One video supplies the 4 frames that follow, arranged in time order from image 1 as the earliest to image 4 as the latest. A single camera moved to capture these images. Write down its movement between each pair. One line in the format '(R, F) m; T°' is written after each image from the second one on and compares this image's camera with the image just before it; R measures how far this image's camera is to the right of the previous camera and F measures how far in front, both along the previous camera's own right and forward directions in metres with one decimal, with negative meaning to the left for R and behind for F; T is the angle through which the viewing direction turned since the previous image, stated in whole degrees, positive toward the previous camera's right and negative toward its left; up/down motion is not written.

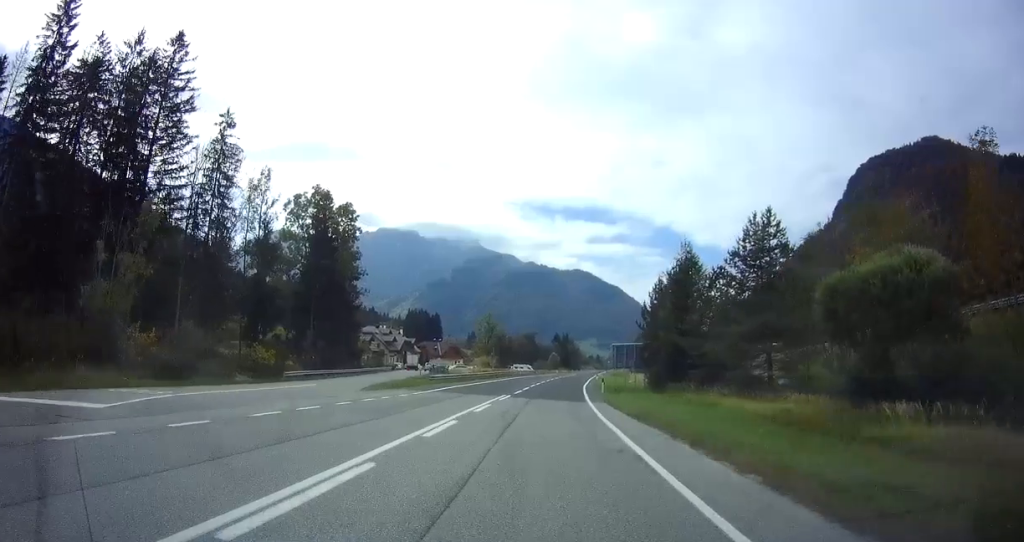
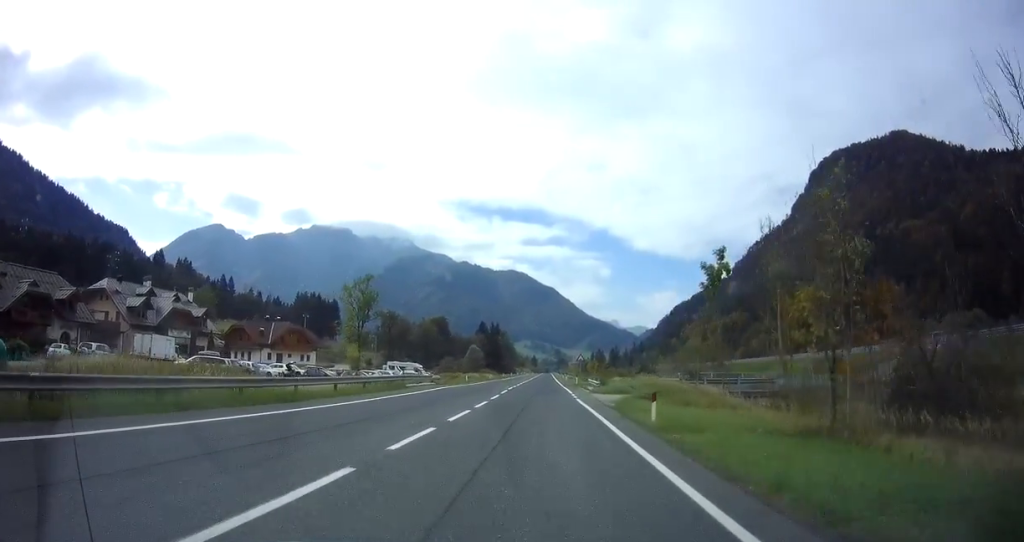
(+2.4, +73.6) m; +5°
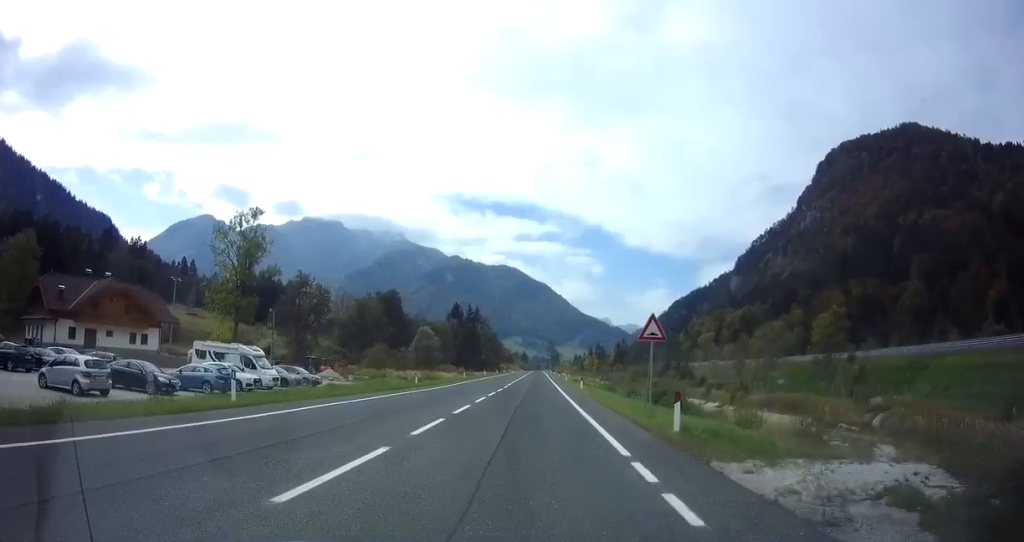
(+0.2, +43.4) m; 0°
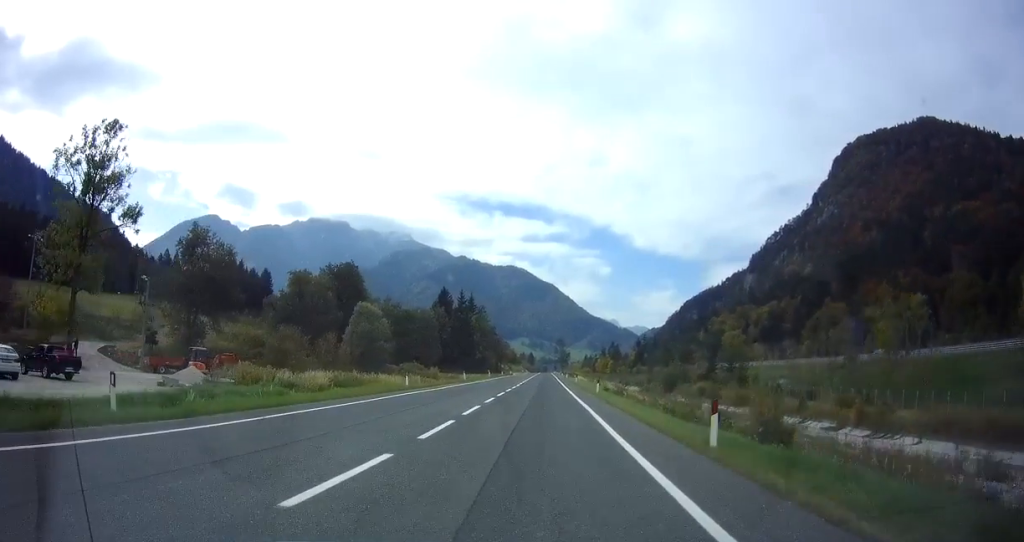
(+0.2, +29.4) m; -1°
